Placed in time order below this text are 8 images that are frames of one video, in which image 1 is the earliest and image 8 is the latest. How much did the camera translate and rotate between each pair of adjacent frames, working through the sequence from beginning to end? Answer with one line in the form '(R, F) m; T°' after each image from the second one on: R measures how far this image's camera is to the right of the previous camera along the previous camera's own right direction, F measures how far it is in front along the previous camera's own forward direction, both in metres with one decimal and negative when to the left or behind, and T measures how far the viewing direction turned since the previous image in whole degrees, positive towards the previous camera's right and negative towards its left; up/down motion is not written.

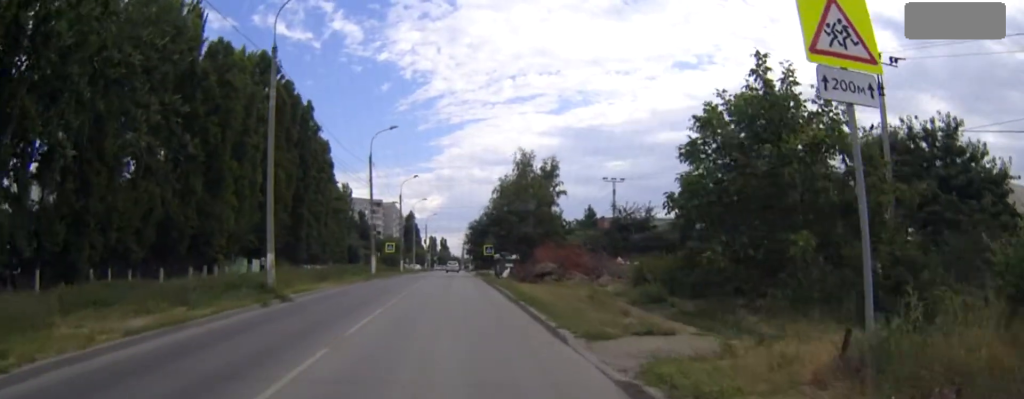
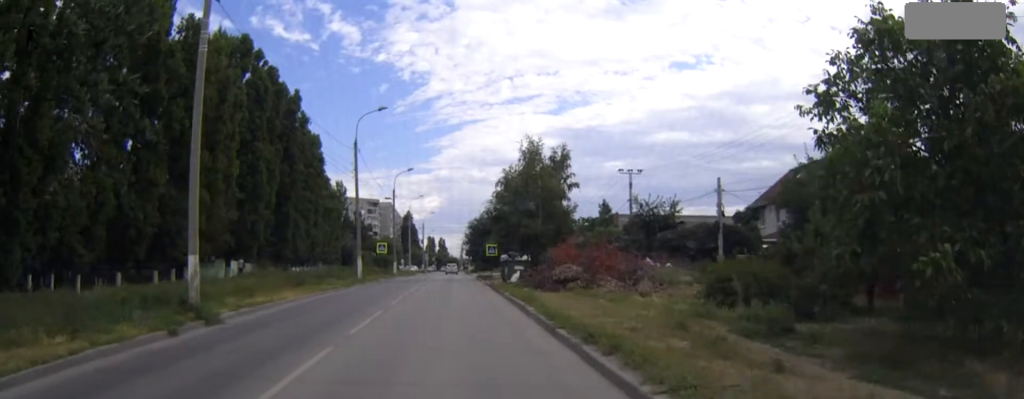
(0.0, +7.9) m; 0°
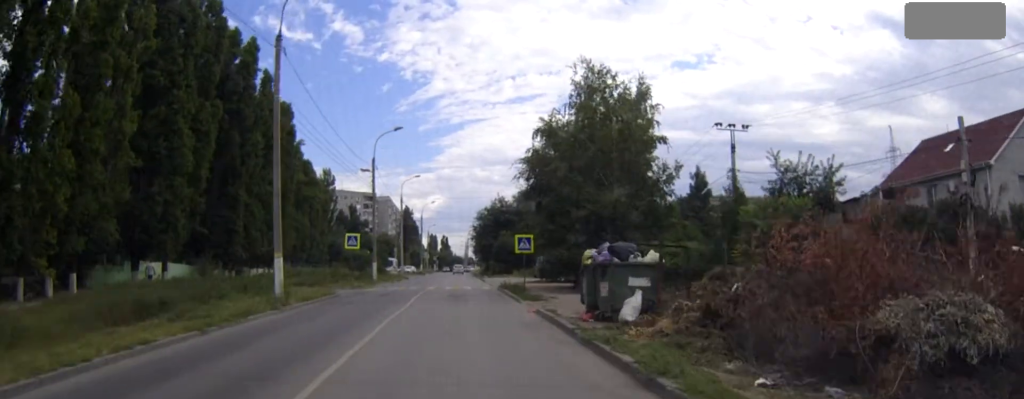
(-0.1, +24.5) m; -1°
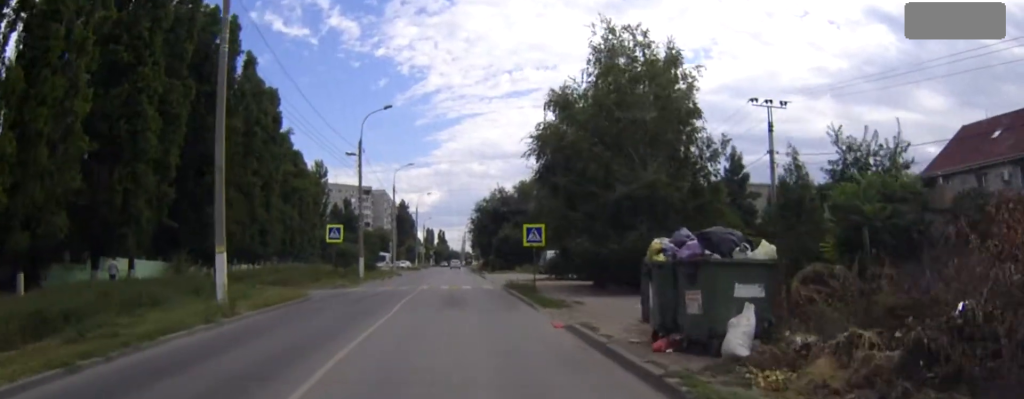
(0.0, +5.9) m; 0°
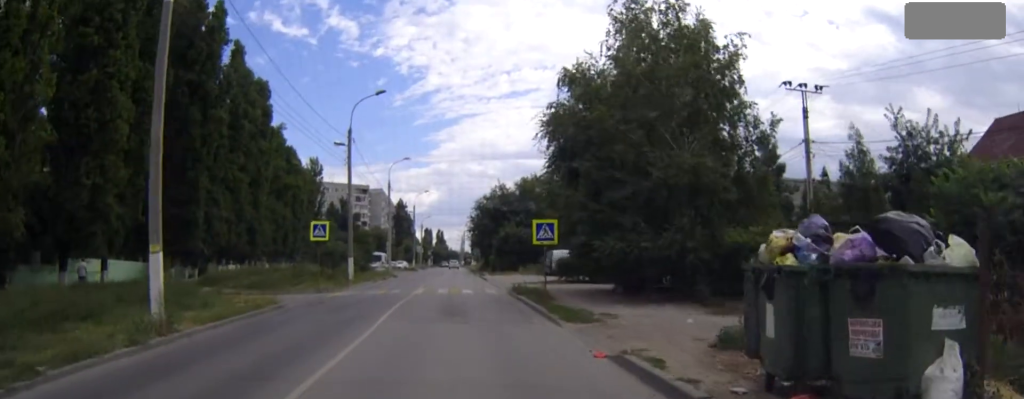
(0.0, +4.2) m; 0°
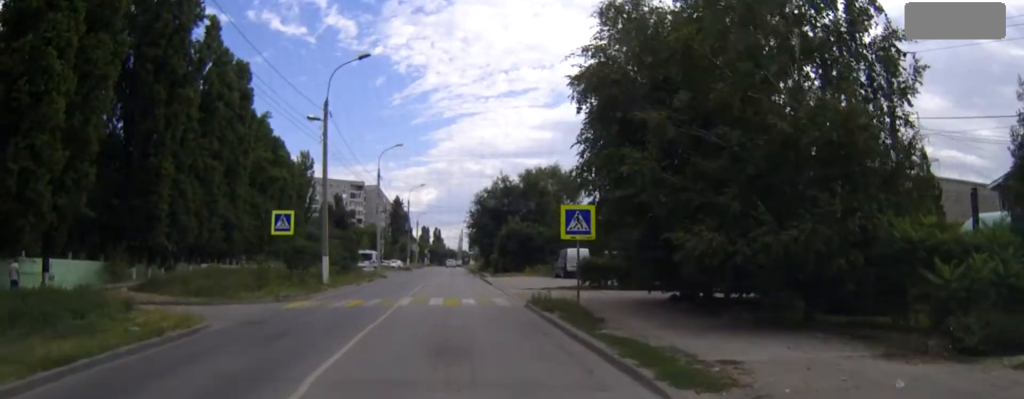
(+0.1, +7.8) m; +1°
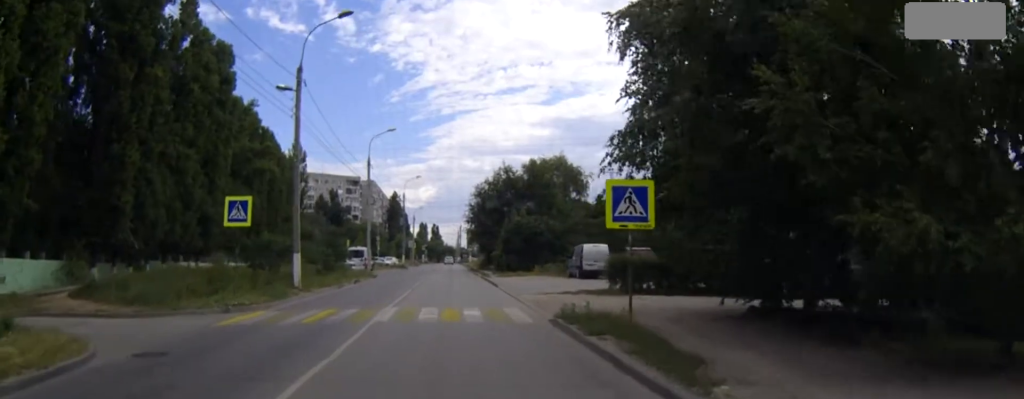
(0.0, +6.3) m; 0°
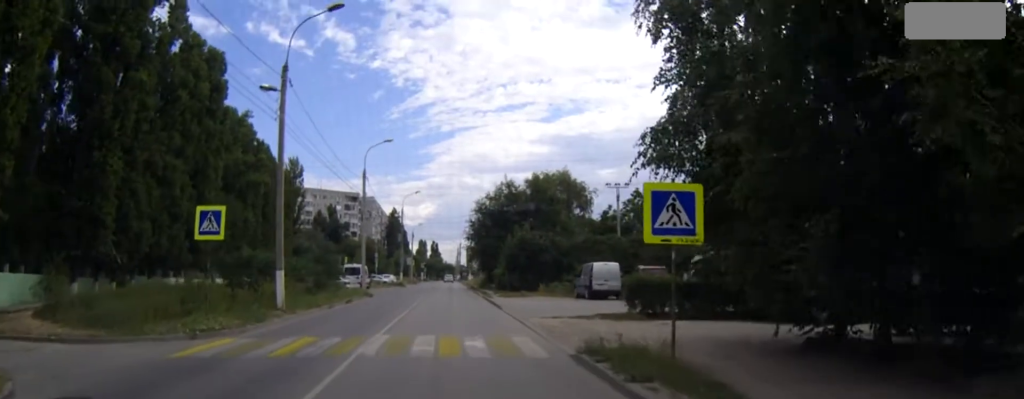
(0.0, +2.9) m; 0°
